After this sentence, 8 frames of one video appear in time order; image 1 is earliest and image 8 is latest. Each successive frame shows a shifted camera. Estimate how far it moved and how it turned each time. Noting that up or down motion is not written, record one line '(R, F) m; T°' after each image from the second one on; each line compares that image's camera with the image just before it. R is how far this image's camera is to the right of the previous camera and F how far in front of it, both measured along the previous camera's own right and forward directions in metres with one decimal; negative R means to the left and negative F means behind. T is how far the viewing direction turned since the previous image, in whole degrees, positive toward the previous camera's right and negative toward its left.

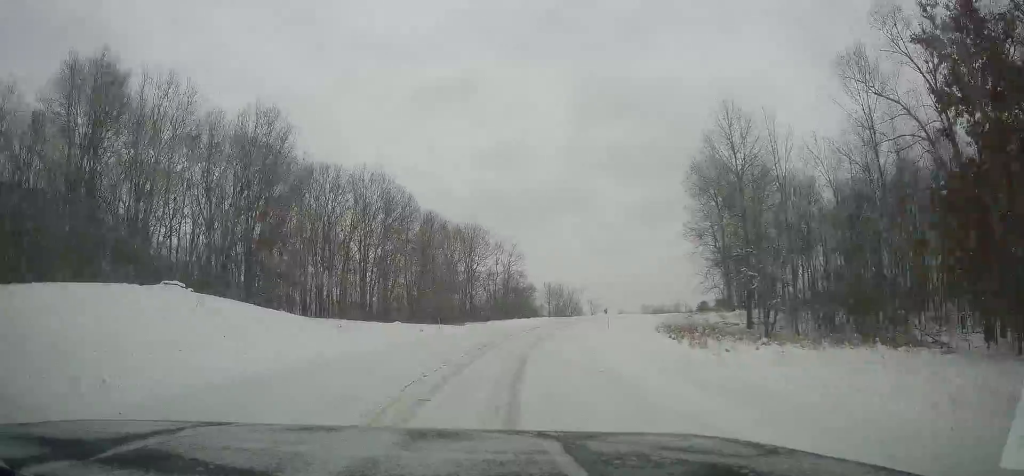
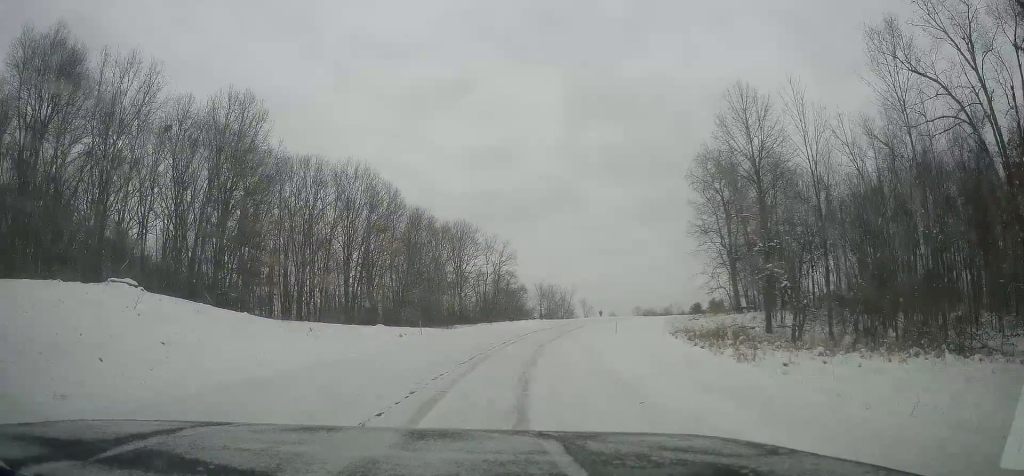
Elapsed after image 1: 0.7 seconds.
(+0.1, +4.6) m; +1°
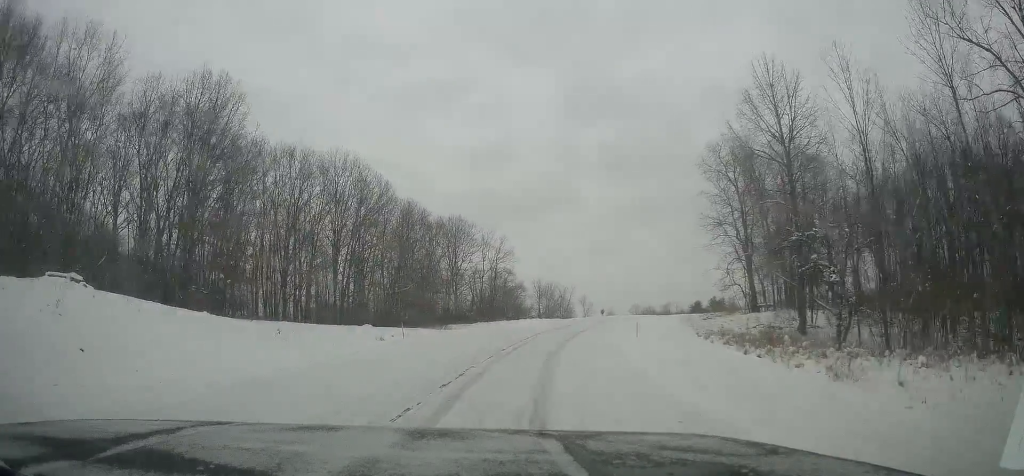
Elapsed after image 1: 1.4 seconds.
(0.0, +5.0) m; 0°
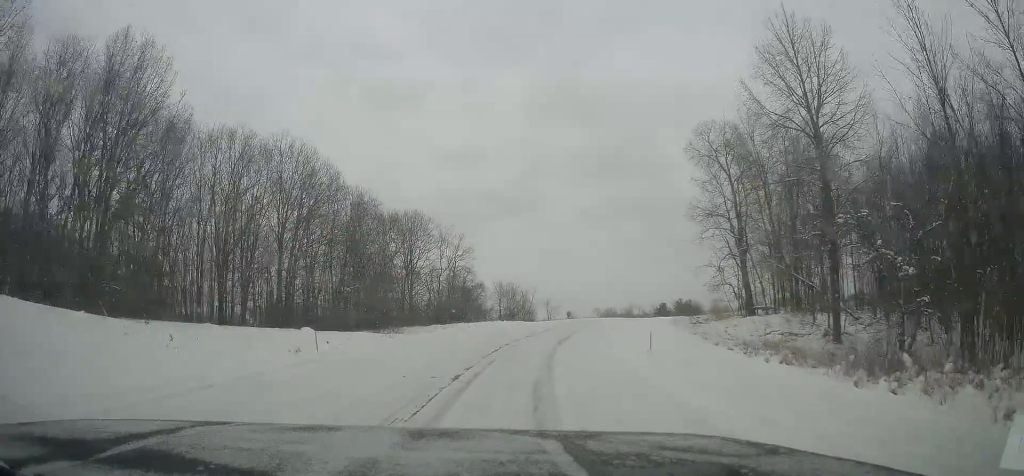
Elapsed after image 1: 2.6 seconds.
(0.0, +7.7) m; 0°
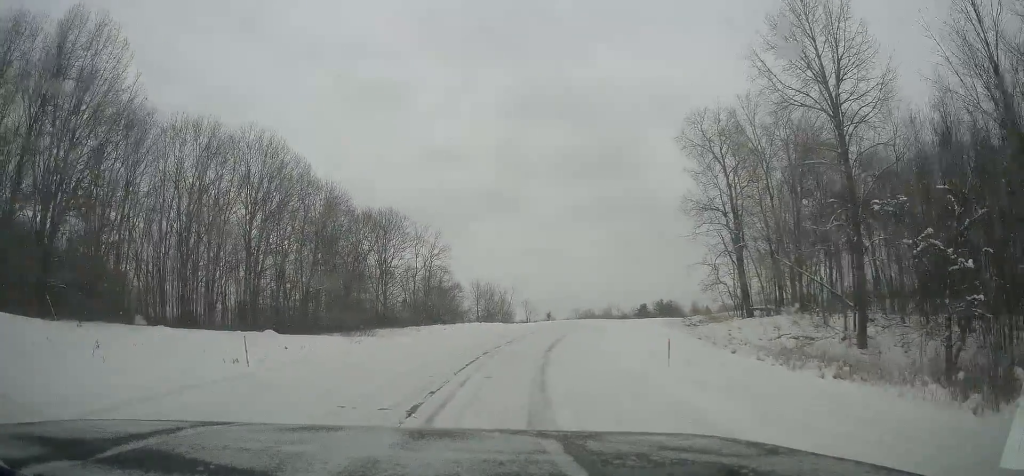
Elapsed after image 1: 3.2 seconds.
(0.0, +4.1) m; 0°
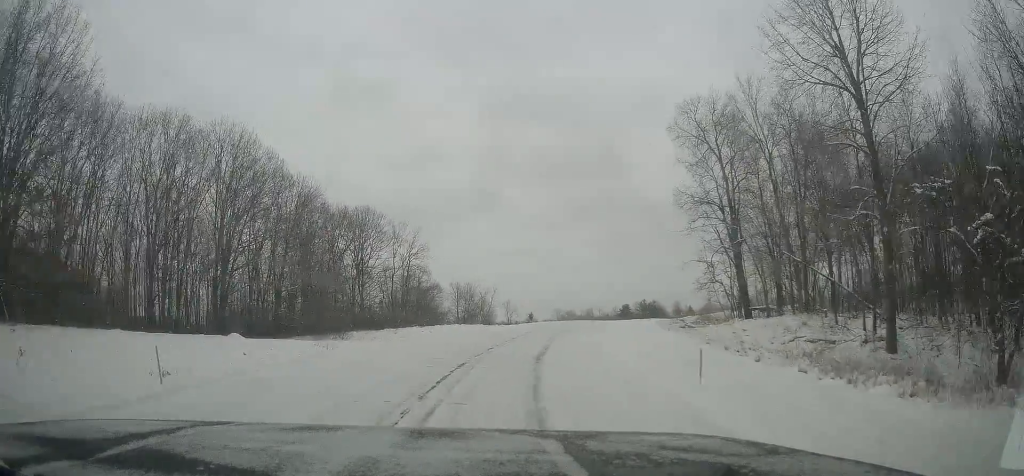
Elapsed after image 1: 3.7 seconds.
(0.0, +3.6) m; +2°
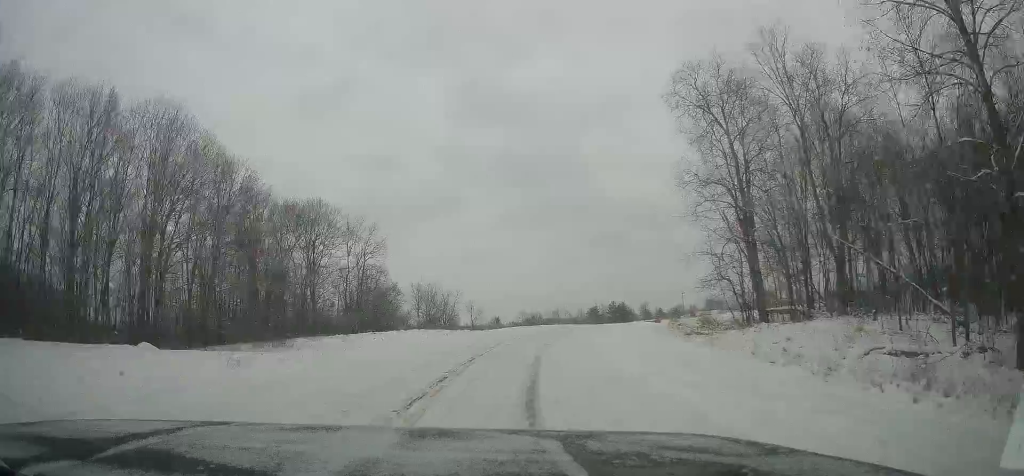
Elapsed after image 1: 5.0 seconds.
(+0.5, +8.8) m; +7°
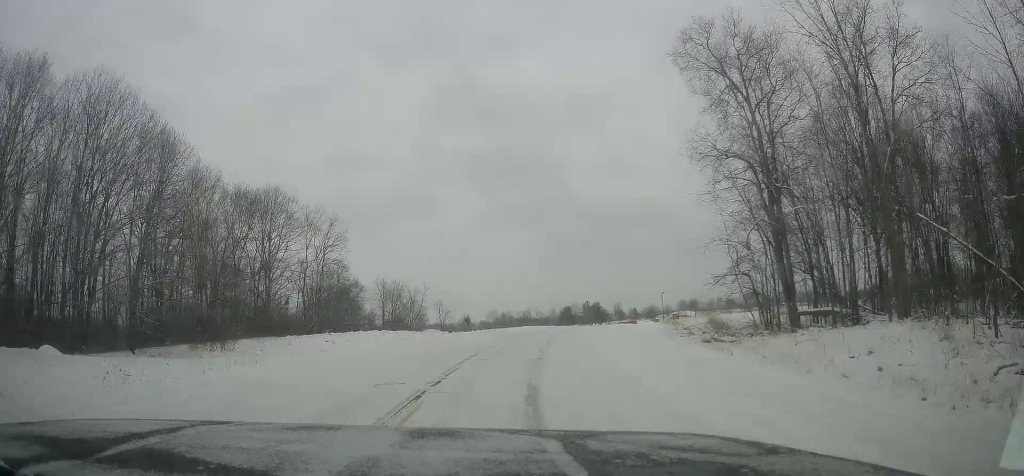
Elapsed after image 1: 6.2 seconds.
(+0.3, +7.3) m; +2°
